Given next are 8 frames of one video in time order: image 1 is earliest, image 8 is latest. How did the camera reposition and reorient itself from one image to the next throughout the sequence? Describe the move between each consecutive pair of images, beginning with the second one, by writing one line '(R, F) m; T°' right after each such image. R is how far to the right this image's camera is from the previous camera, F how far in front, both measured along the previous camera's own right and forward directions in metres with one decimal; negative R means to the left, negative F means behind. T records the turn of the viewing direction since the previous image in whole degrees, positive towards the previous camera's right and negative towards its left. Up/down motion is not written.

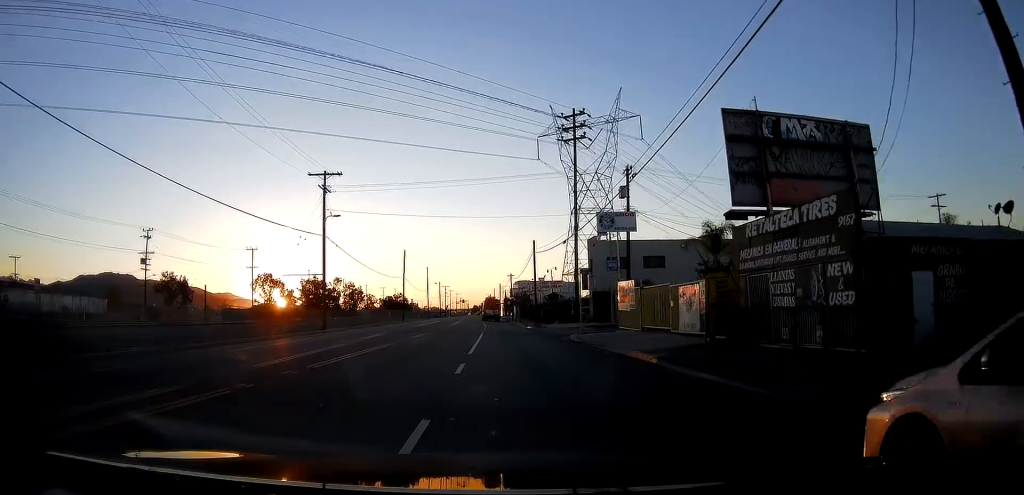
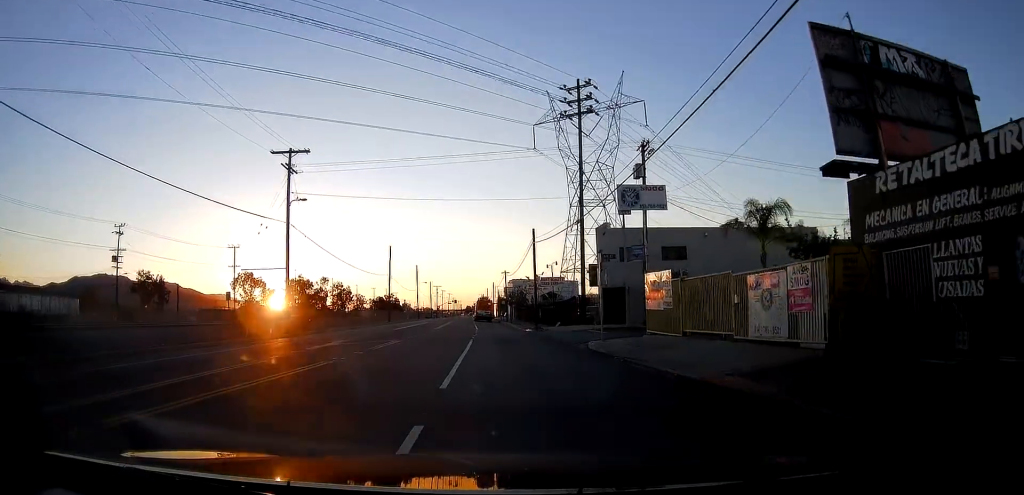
(+0.3, +7.6) m; 0°
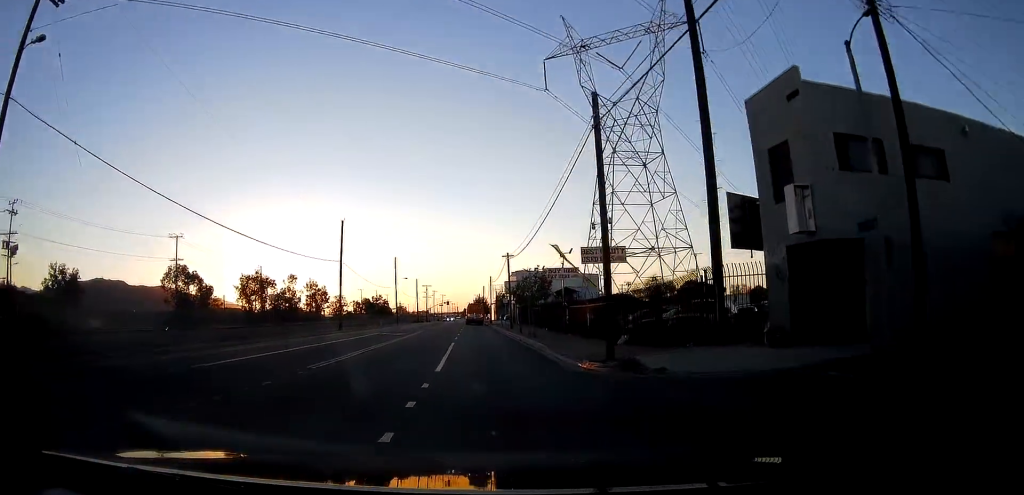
(-0.3, +29.0) m; 0°
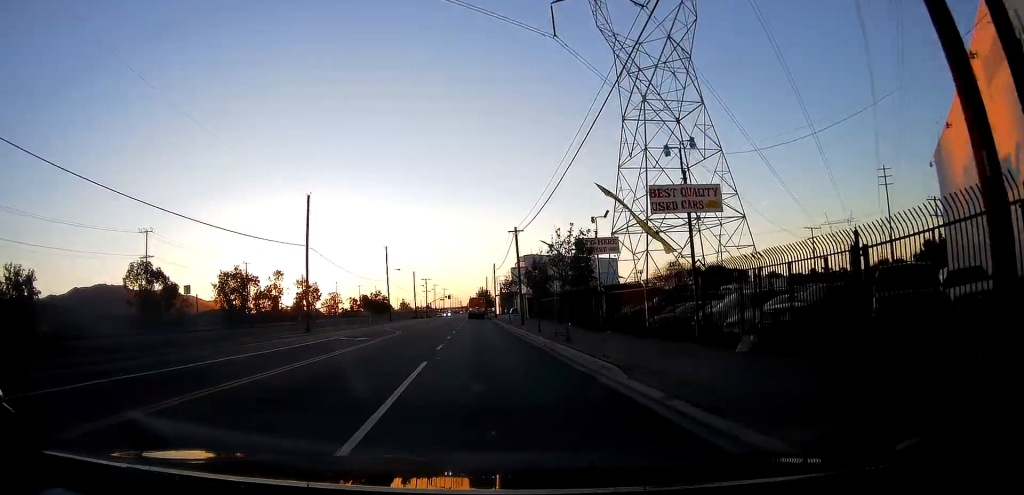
(+0.2, +13.1) m; +1°
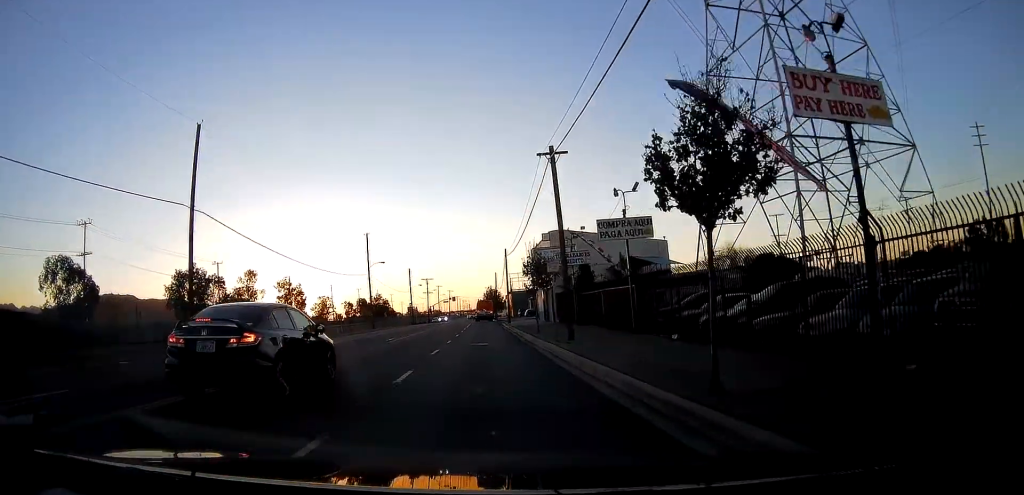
(0.0, +22.2) m; -1°
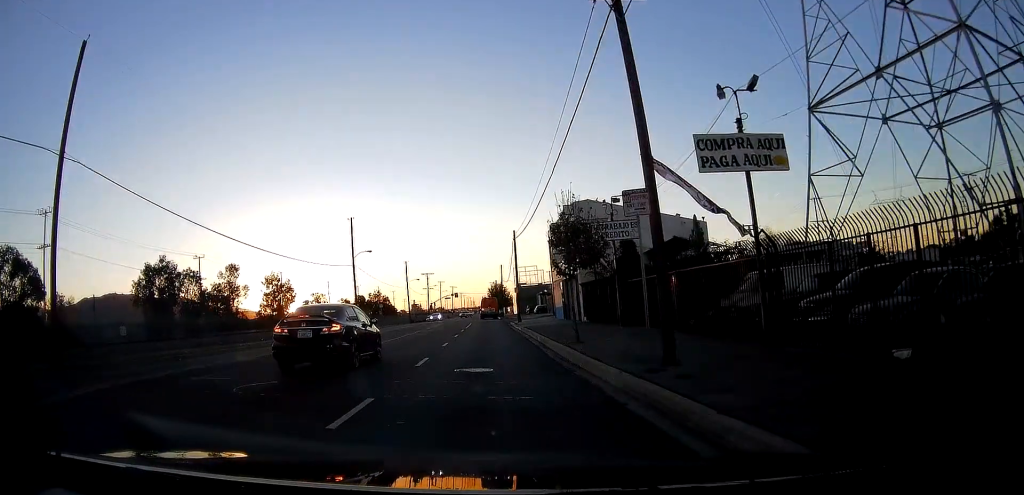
(-0.1, +11.7) m; -4°
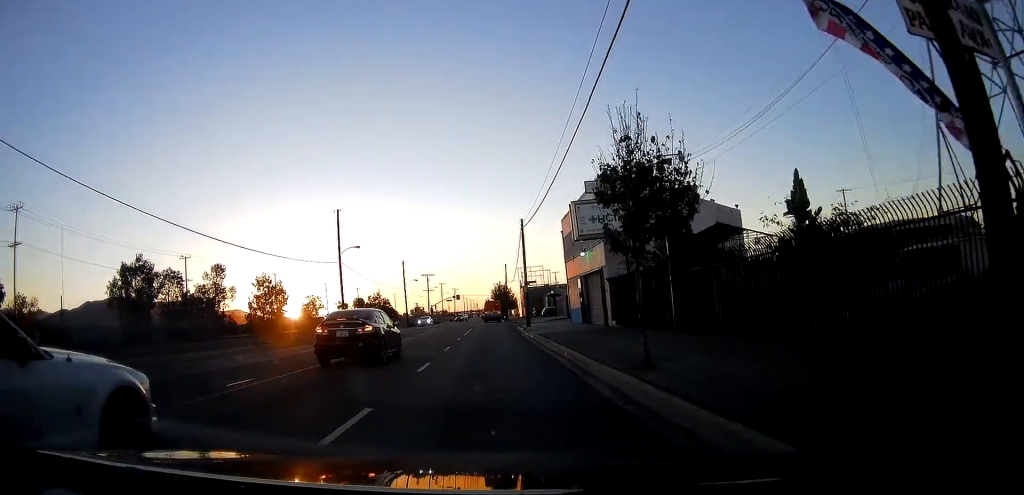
(-0.4, +7.7) m; -1°
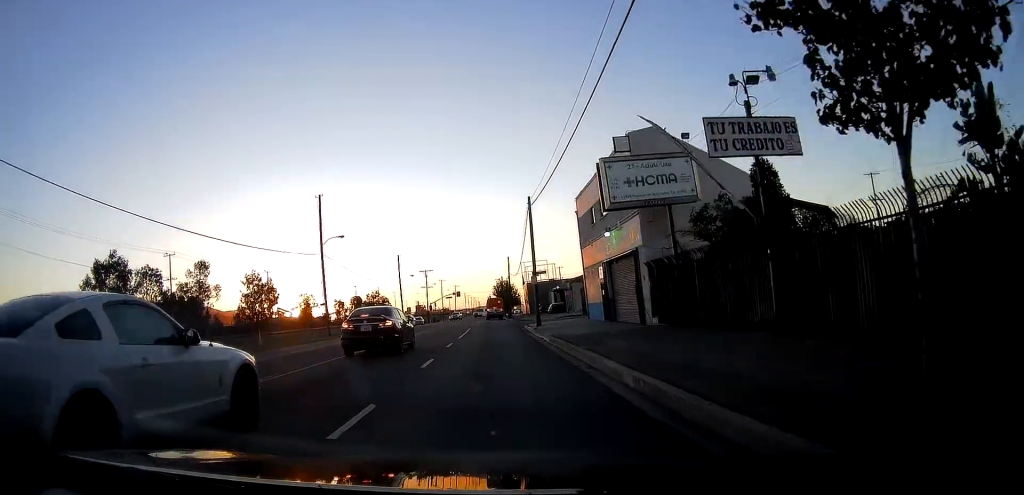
(-0.5, +7.2) m; -1°
